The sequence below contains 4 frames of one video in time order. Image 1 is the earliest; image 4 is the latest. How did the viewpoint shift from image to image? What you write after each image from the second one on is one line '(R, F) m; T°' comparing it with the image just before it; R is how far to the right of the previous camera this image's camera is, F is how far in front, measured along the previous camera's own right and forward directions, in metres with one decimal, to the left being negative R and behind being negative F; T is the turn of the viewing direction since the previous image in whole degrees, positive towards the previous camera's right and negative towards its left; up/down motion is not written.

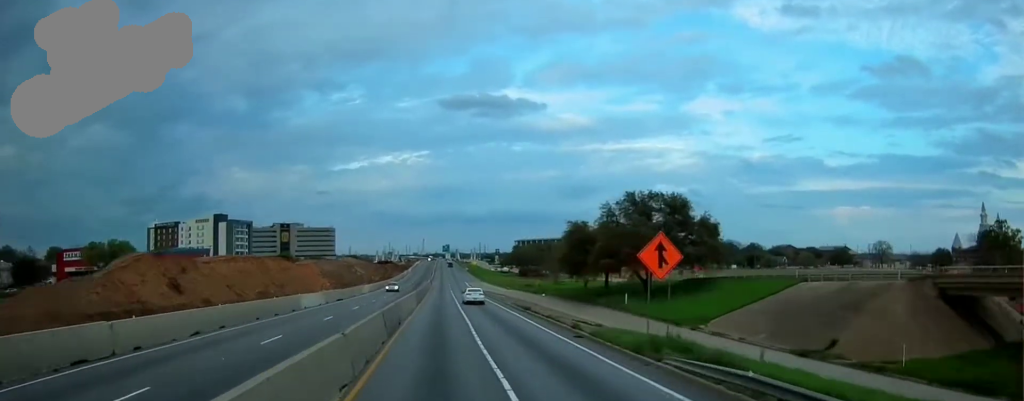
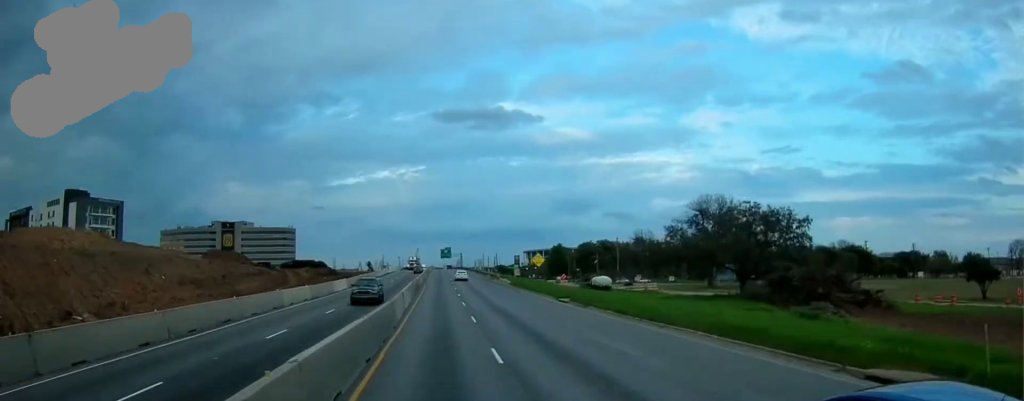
(+0.8, +131.0) m; +1°
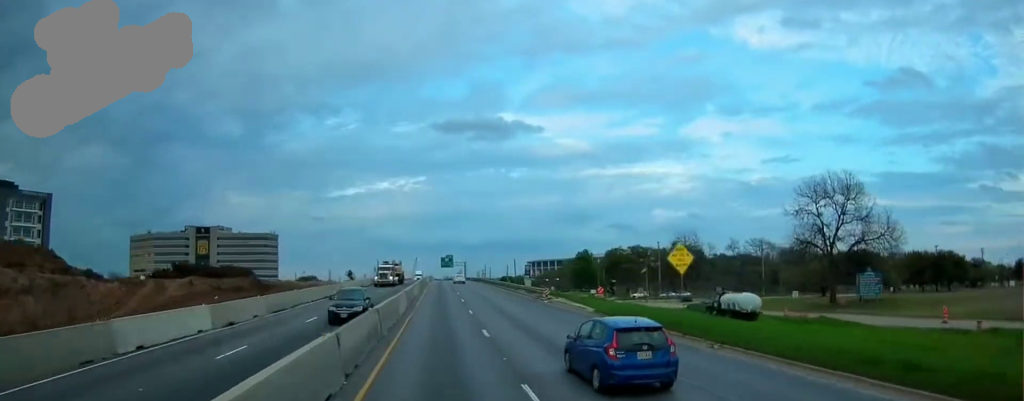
(-1.0, +43.1) m; -2°
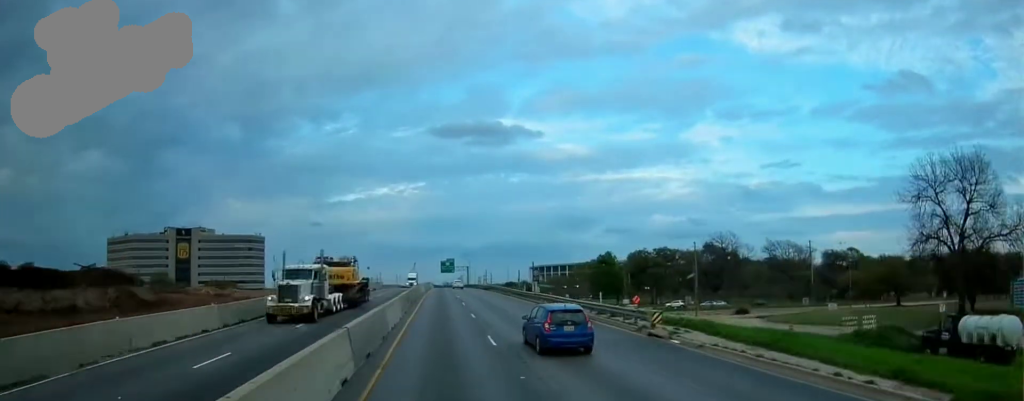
(+0.4, +26.6) m; 0°
